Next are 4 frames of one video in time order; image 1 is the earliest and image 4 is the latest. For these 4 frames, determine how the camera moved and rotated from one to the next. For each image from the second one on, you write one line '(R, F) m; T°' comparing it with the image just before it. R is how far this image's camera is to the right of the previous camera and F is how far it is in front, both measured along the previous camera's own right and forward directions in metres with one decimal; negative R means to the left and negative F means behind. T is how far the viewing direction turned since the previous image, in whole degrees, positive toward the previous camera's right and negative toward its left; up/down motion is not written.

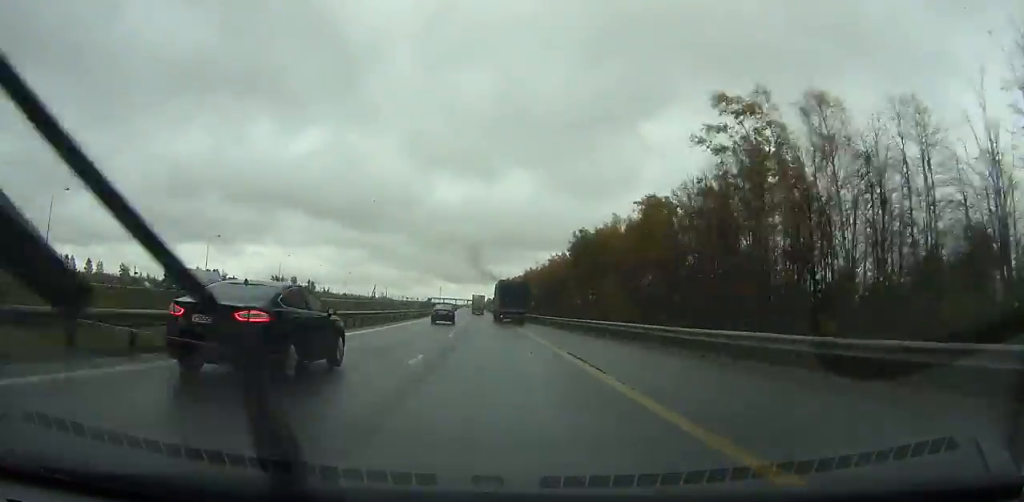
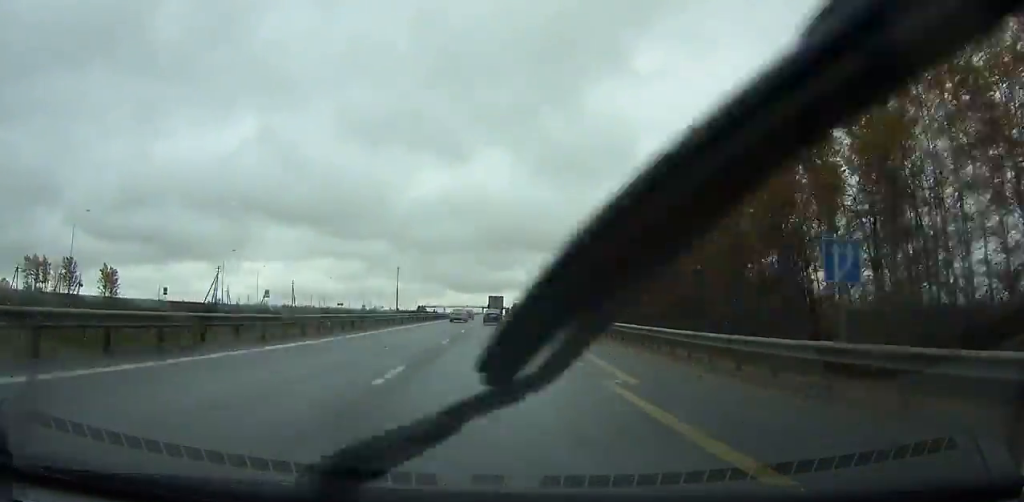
(-7.1, +296.1) m; -1°
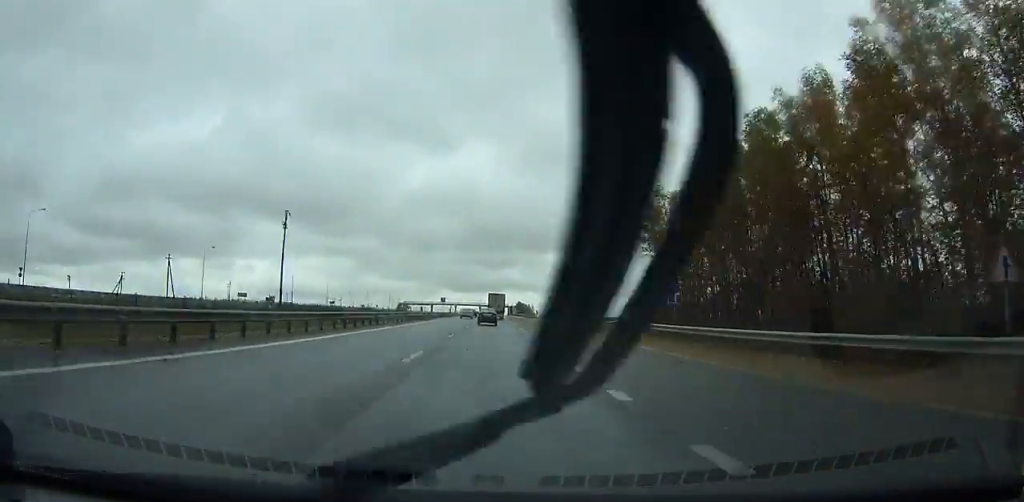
(-0.7, +94.4) m; -1°
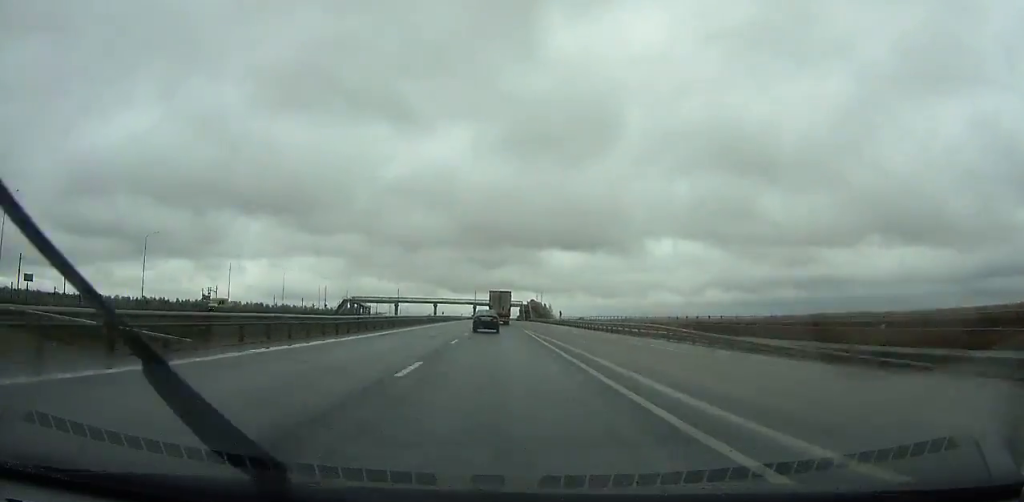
(+0.1, +147.5) m; 0°
